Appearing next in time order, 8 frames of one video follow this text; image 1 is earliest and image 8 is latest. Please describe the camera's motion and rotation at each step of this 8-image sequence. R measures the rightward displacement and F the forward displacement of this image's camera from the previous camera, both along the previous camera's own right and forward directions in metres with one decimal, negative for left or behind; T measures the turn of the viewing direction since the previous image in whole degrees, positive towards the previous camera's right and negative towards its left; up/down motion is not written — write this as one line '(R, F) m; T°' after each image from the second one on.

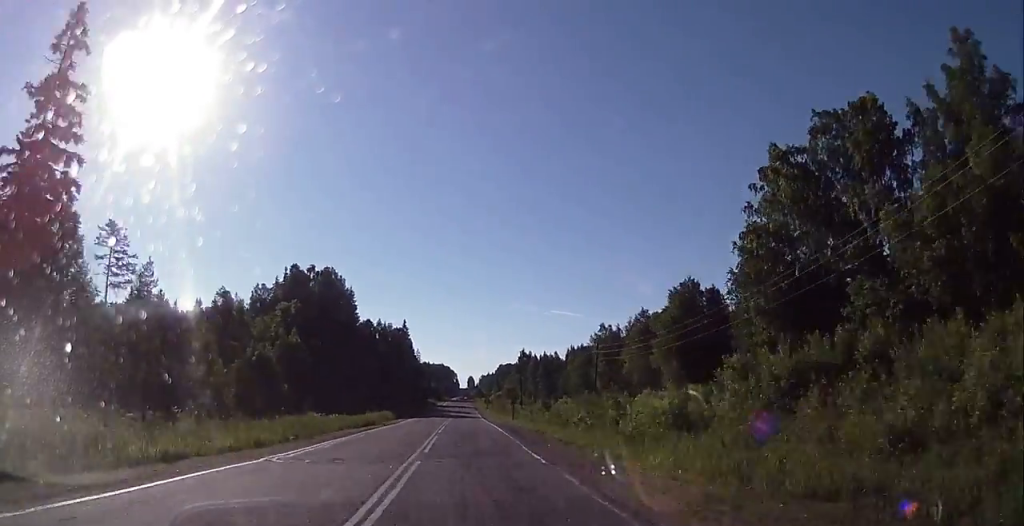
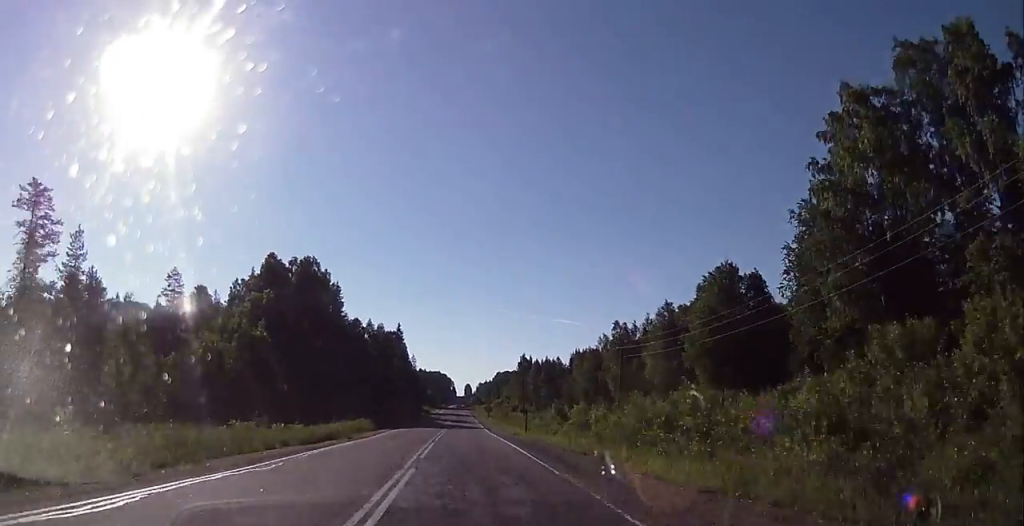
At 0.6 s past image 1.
(0.0, +12.6) m; 0°
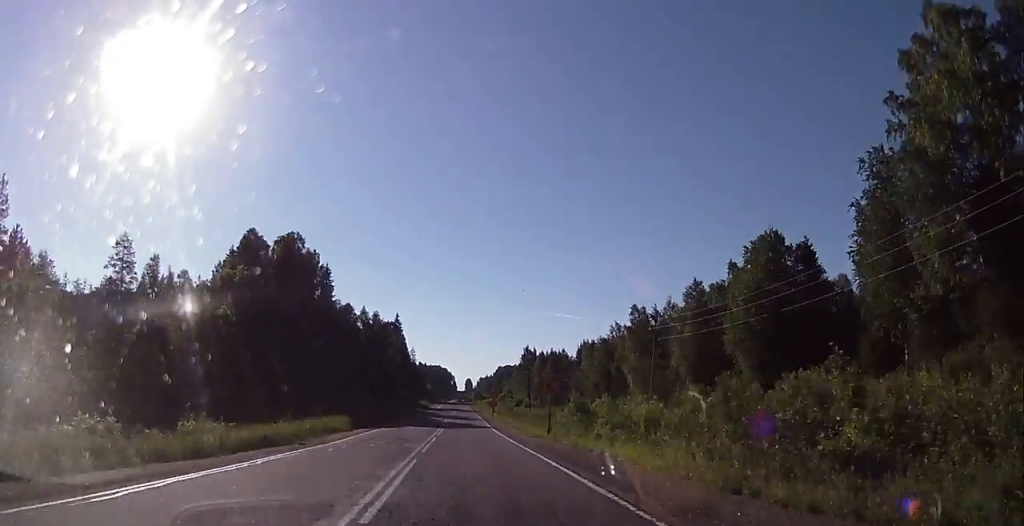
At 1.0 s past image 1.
(0.0, +10.4) m; +1°
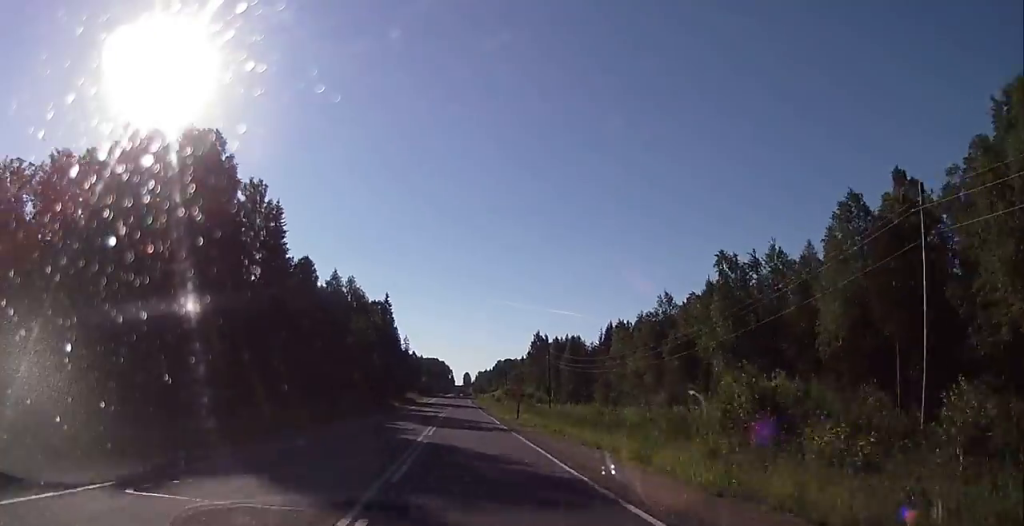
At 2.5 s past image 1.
(+0.3, +32.4) m; 0°
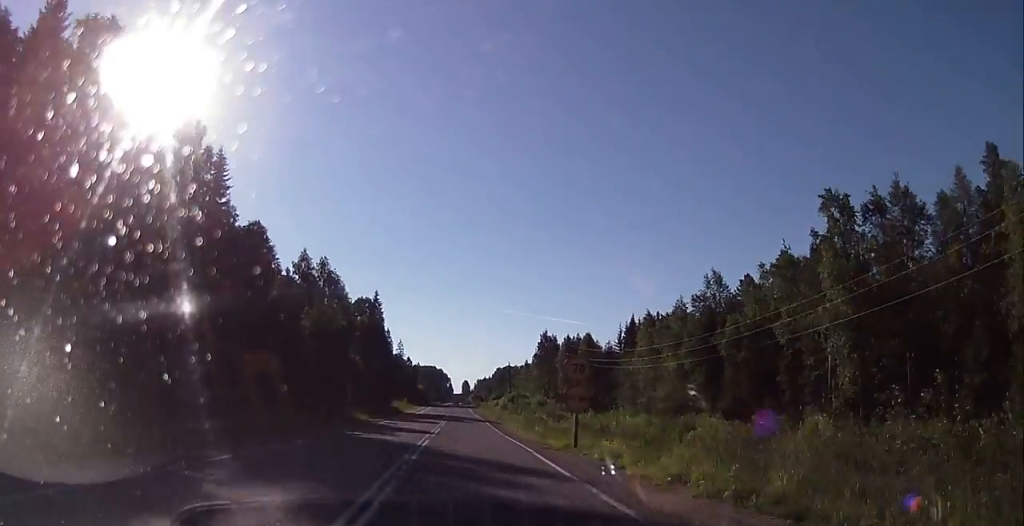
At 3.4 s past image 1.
(-0.4, +20.6) m; 0°
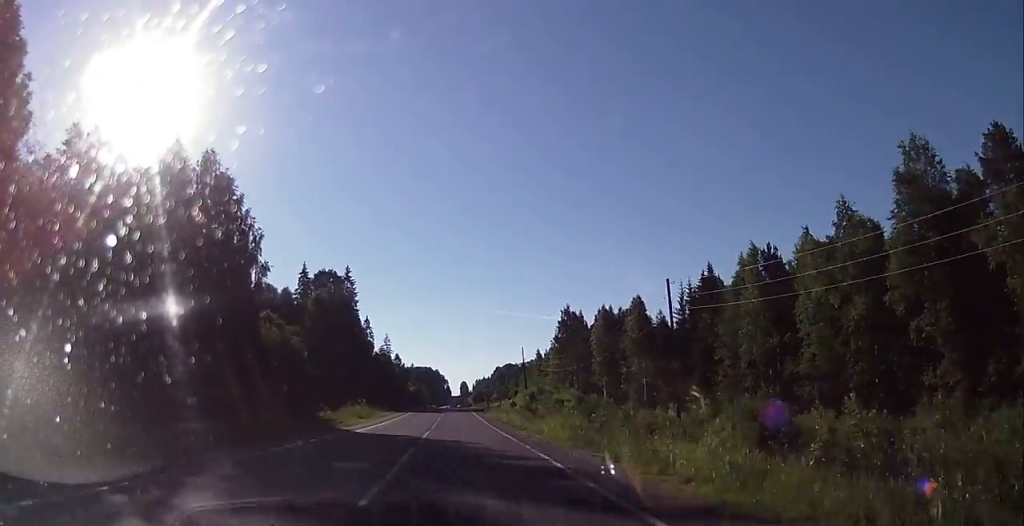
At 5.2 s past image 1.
(+0.8, +42.1) m; 0°
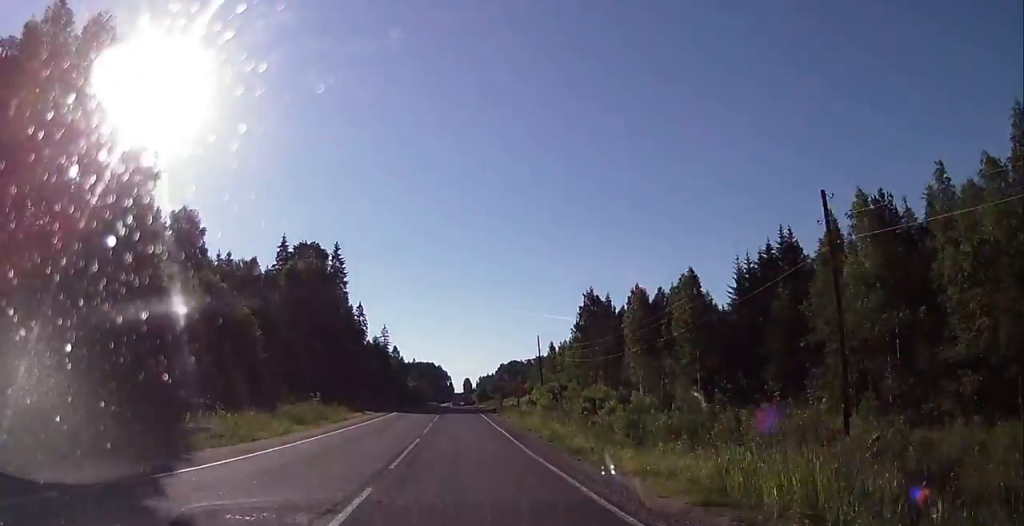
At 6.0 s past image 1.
(-0.3, +20.1) m; 0°
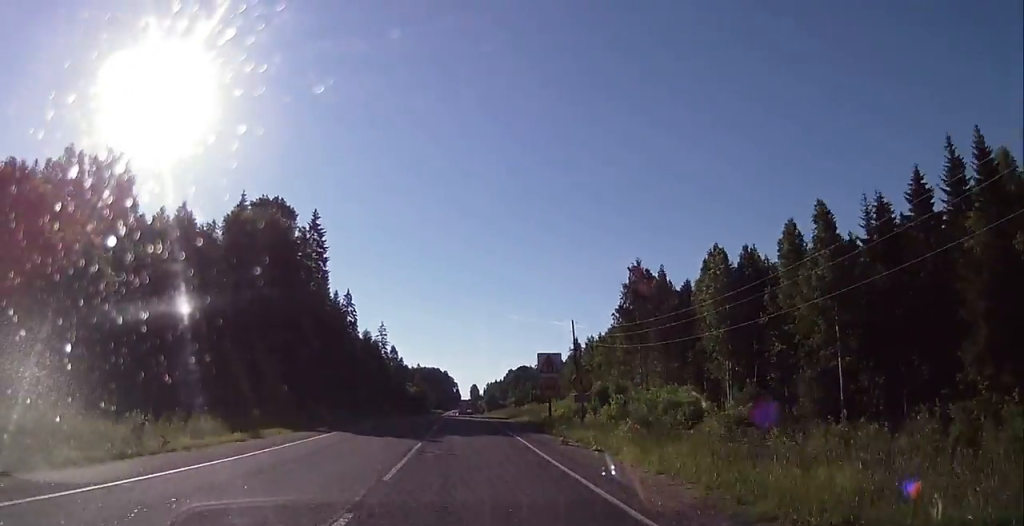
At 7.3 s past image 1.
(+0.5, +28.0) m; +1°
